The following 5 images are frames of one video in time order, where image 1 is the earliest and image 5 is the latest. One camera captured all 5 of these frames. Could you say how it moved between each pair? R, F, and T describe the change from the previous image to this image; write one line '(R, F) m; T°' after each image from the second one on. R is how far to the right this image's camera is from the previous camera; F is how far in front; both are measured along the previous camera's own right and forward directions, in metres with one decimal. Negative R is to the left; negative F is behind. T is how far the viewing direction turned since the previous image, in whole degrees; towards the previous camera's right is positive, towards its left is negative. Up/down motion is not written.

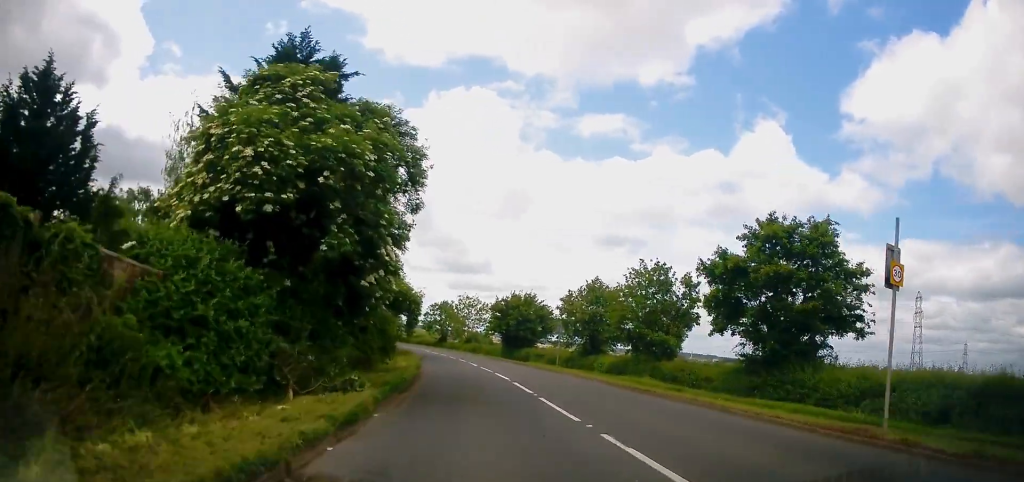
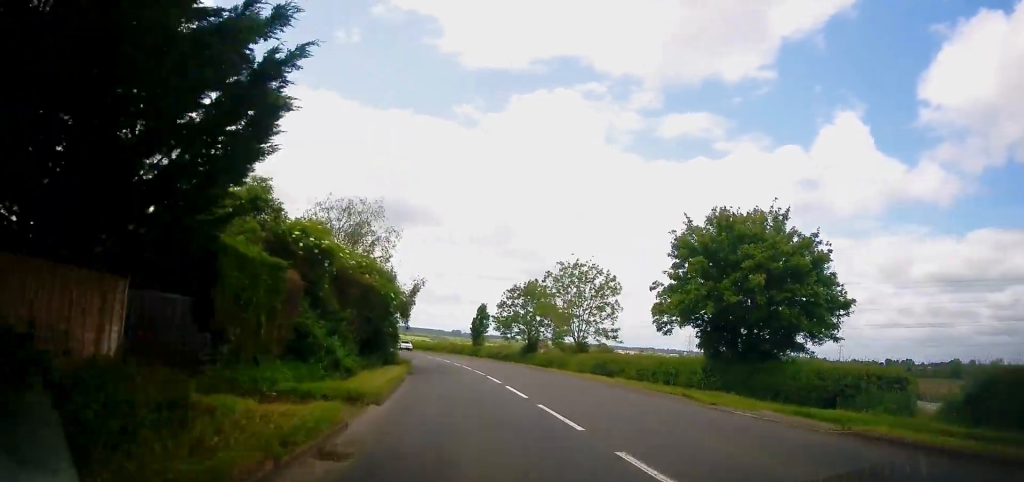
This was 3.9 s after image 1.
(-2.6, +44.5) m; -9°
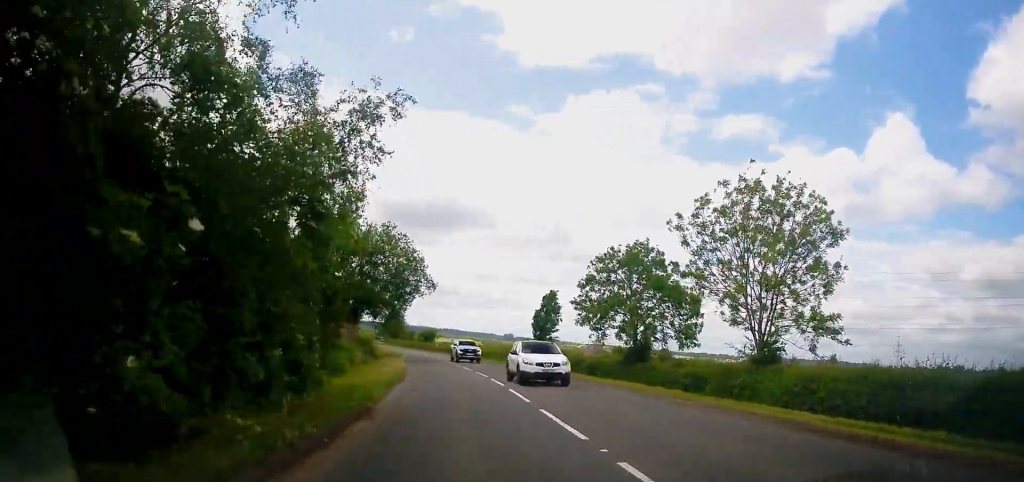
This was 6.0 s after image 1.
(-1.5, +25.2) m; -4°
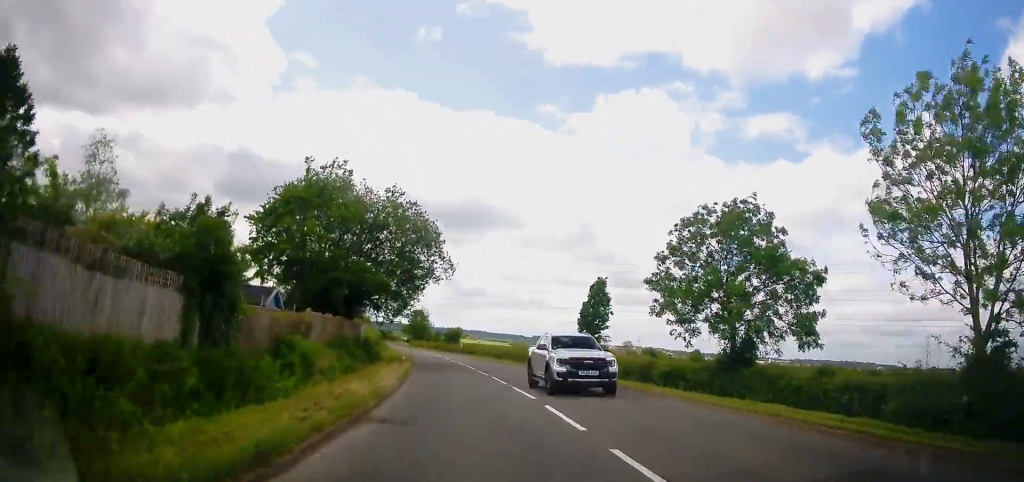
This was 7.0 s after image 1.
(0.0, +11.1) m; -3°
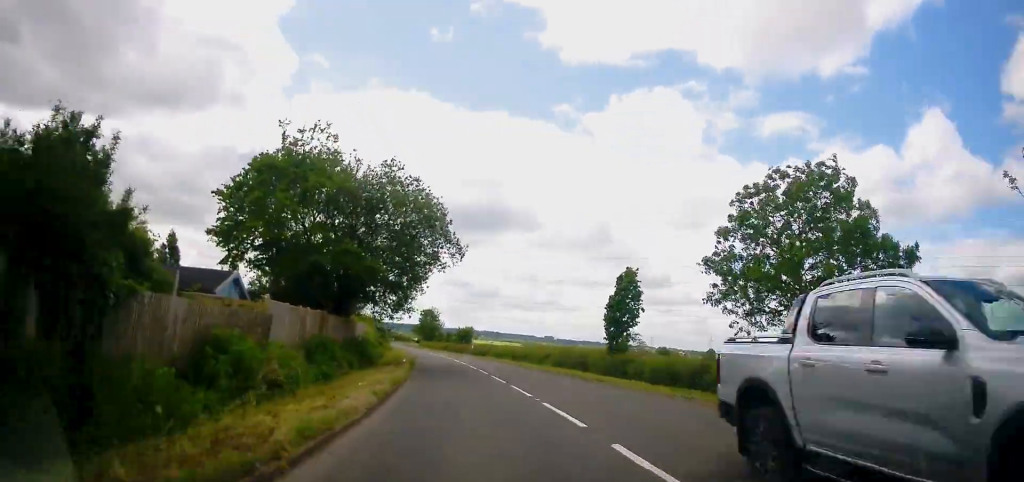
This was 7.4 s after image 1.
(0.0, +5.5) m; -2°
